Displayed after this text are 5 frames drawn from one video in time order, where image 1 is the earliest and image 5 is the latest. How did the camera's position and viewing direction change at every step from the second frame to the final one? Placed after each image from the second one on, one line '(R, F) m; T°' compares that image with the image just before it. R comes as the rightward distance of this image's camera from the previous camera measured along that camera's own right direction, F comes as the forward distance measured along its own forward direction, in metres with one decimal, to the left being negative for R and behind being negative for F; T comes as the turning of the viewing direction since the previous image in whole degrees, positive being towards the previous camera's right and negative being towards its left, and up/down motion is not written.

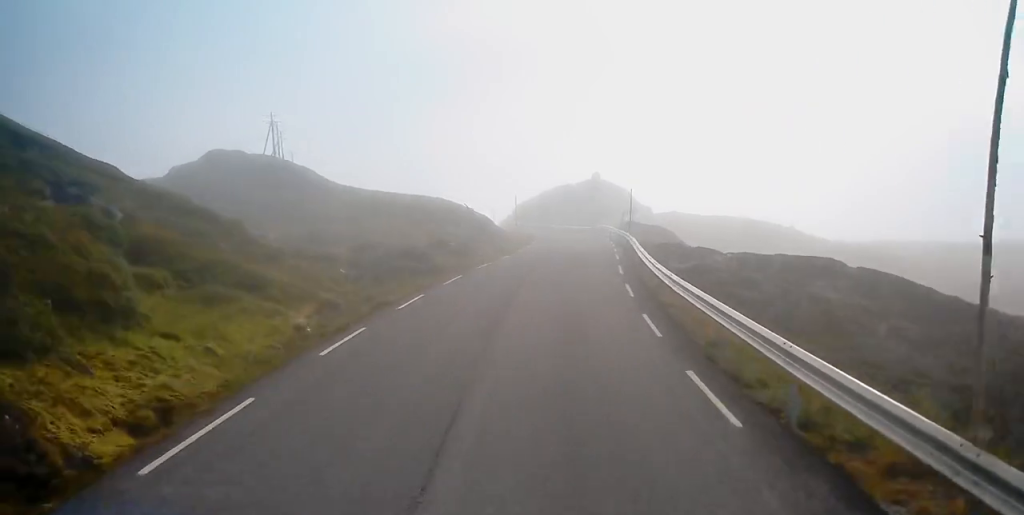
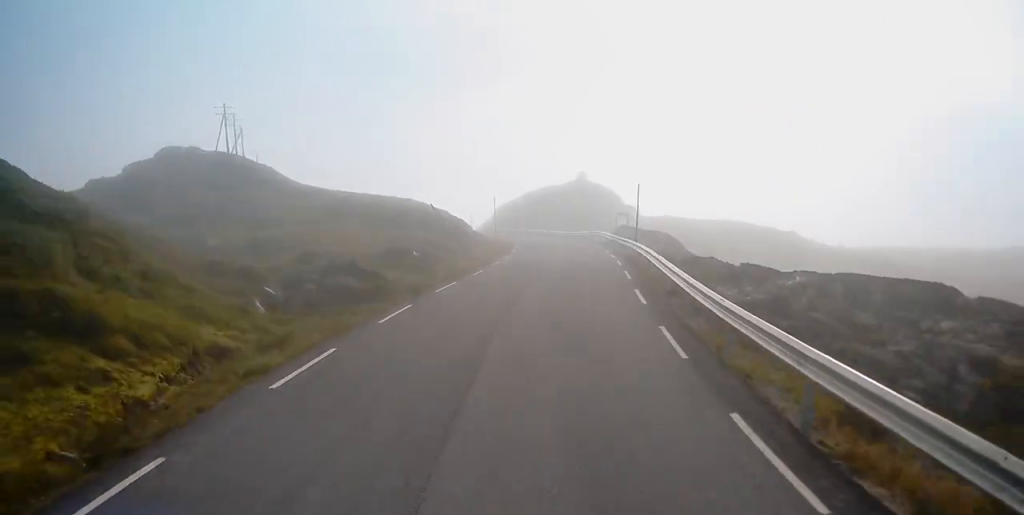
(+0.1, +8.3) m; +2°
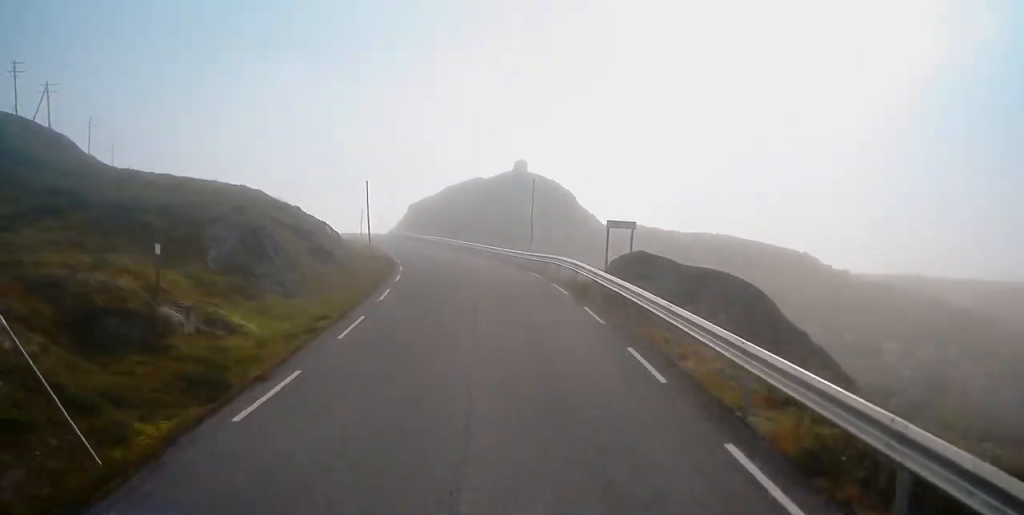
(+1.4, +30.9) m; +3°
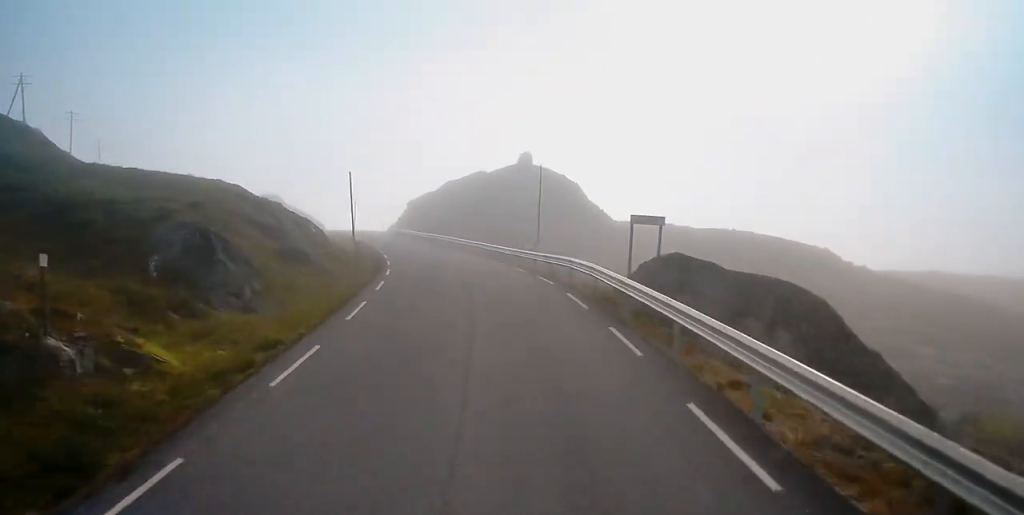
(0.0, +4.5) m; 0°
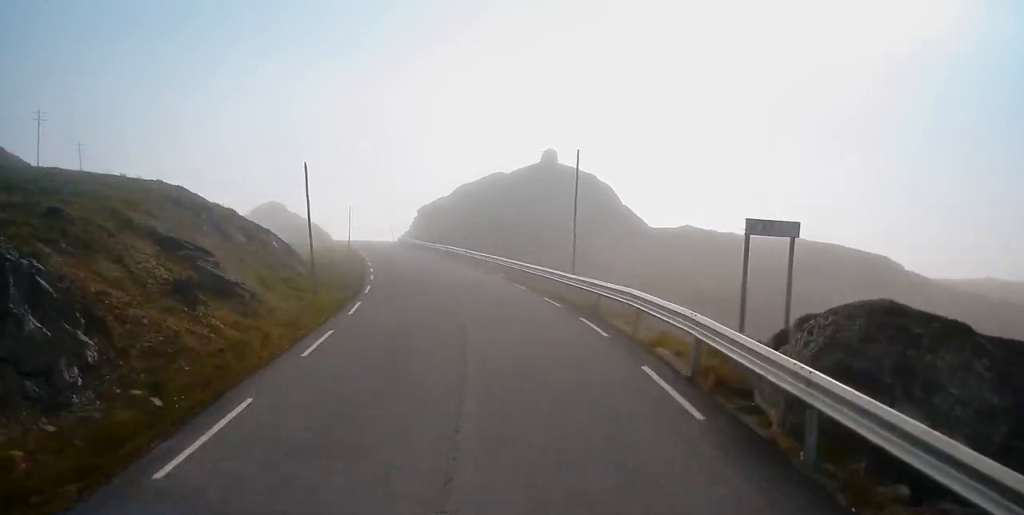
(0.0, +9.6) m; -2°
